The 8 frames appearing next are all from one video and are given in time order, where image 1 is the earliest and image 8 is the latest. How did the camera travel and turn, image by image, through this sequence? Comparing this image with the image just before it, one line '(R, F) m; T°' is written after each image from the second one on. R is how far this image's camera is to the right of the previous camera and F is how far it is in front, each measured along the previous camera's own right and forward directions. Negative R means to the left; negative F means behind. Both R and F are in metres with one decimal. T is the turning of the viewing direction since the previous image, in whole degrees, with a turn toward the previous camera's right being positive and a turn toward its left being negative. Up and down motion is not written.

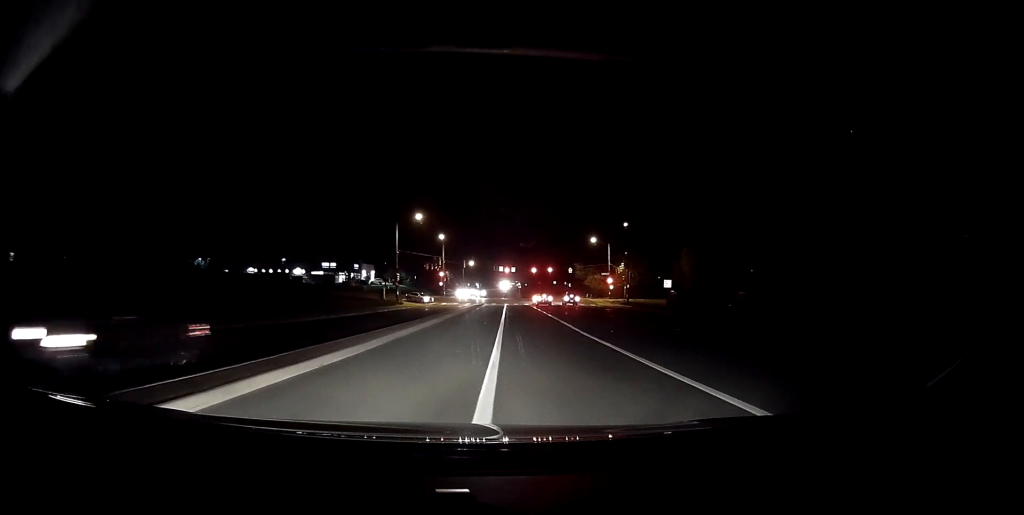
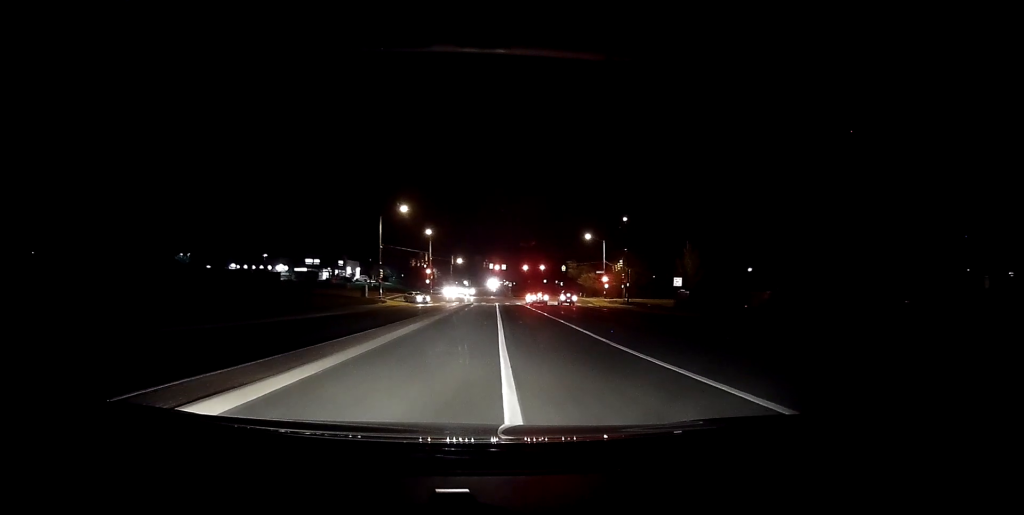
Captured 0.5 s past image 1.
(+0.2, +5.9) m; +2°
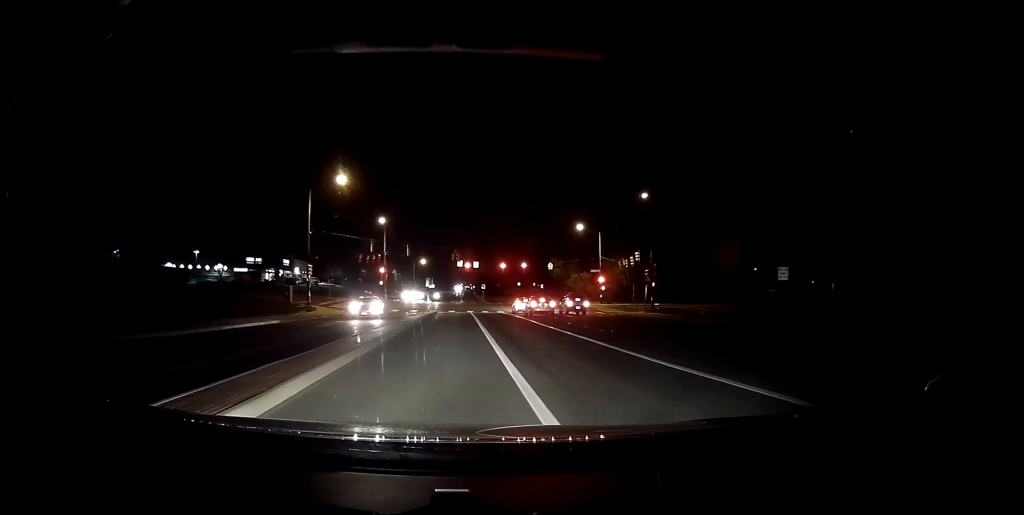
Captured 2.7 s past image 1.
(+0.1, +21.7) m; 0°
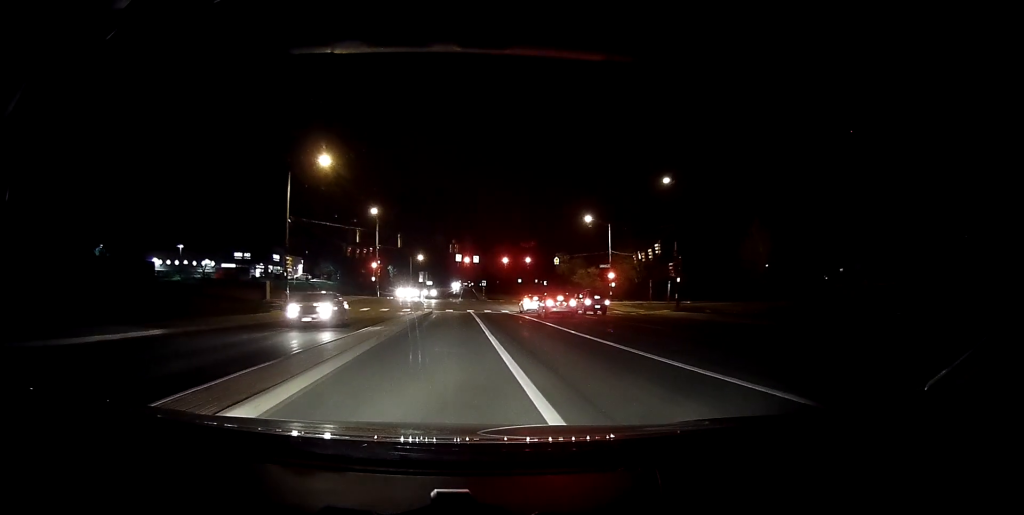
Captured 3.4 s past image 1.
(0.0, +6.2) m; 0°
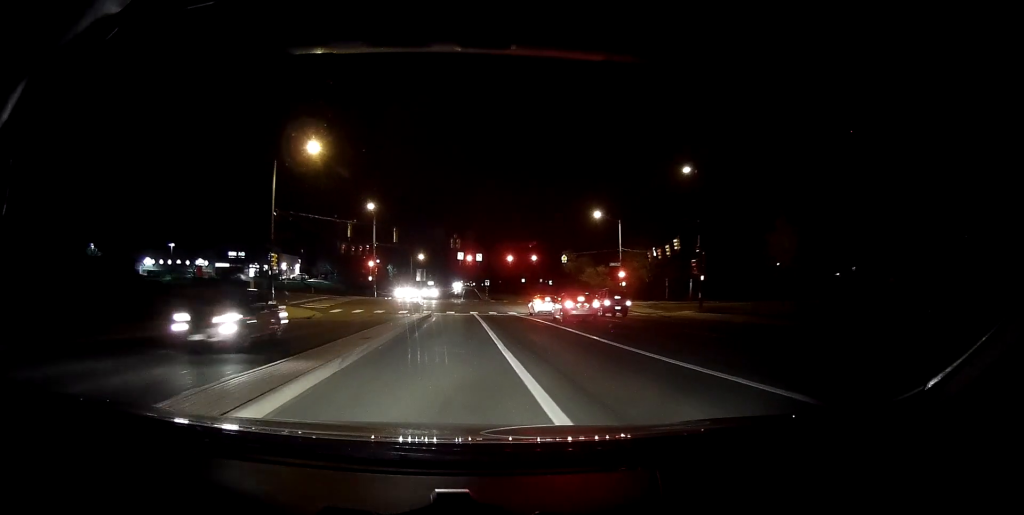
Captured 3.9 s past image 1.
(0.0, +4.2) m; 0°
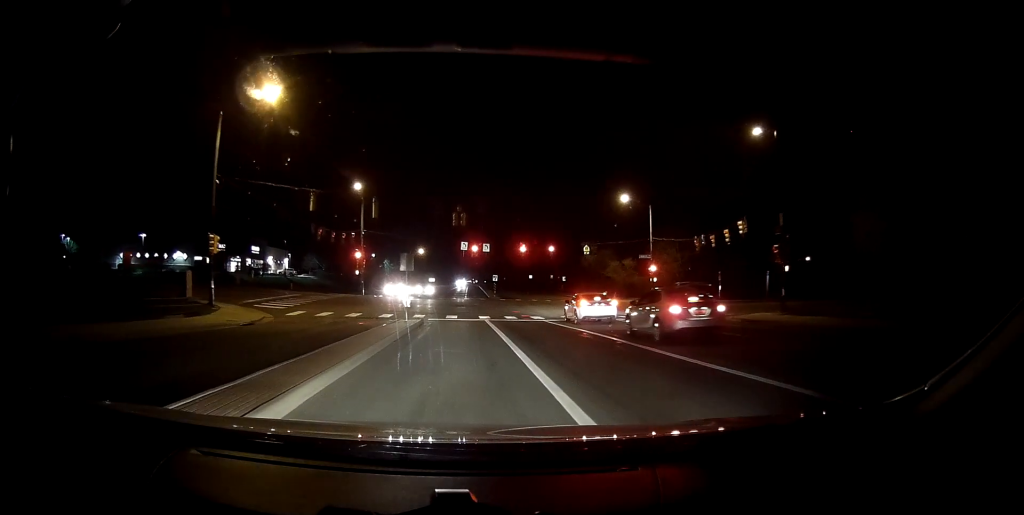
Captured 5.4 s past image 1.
(0.0, +11.1) m; 0°
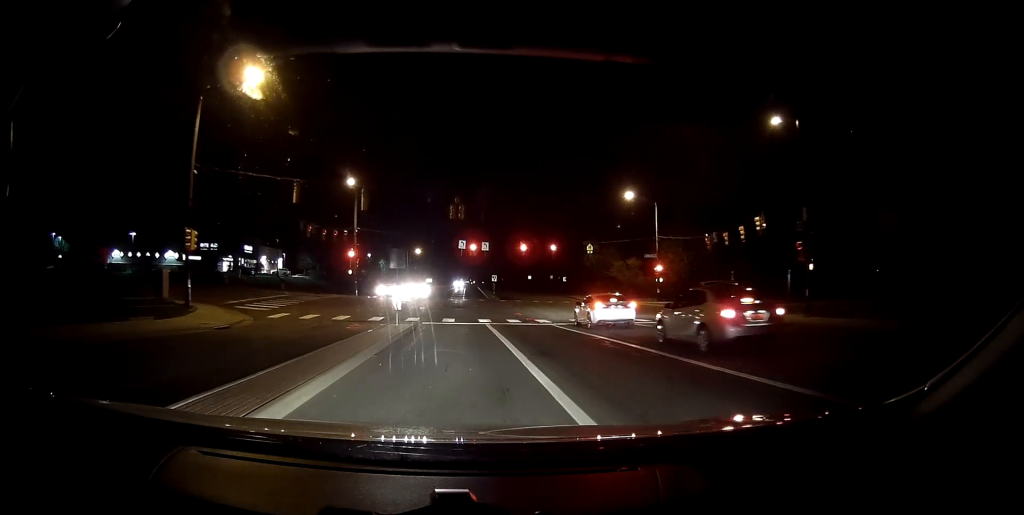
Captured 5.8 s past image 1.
(0.0, +2.7) m; 0°
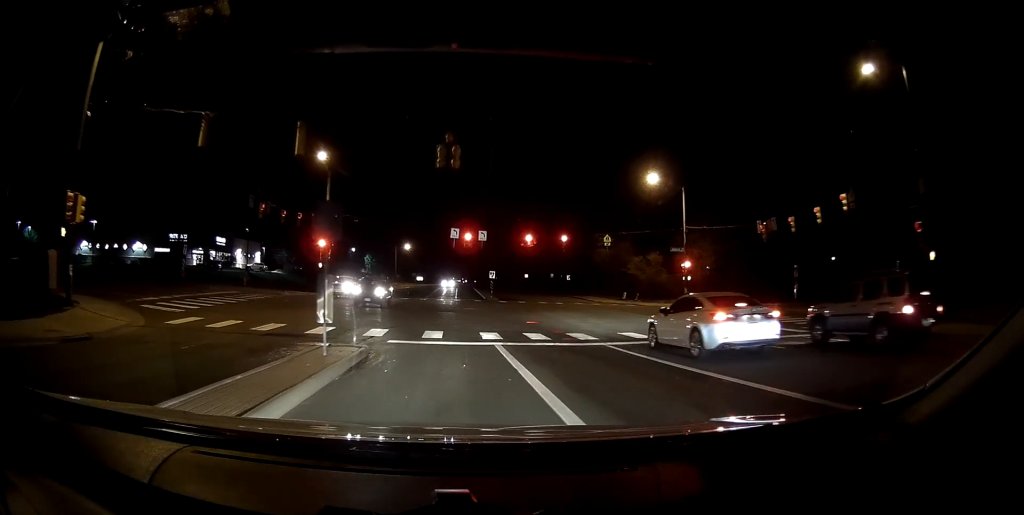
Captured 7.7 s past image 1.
(0.0, +9.6) m; 0°
